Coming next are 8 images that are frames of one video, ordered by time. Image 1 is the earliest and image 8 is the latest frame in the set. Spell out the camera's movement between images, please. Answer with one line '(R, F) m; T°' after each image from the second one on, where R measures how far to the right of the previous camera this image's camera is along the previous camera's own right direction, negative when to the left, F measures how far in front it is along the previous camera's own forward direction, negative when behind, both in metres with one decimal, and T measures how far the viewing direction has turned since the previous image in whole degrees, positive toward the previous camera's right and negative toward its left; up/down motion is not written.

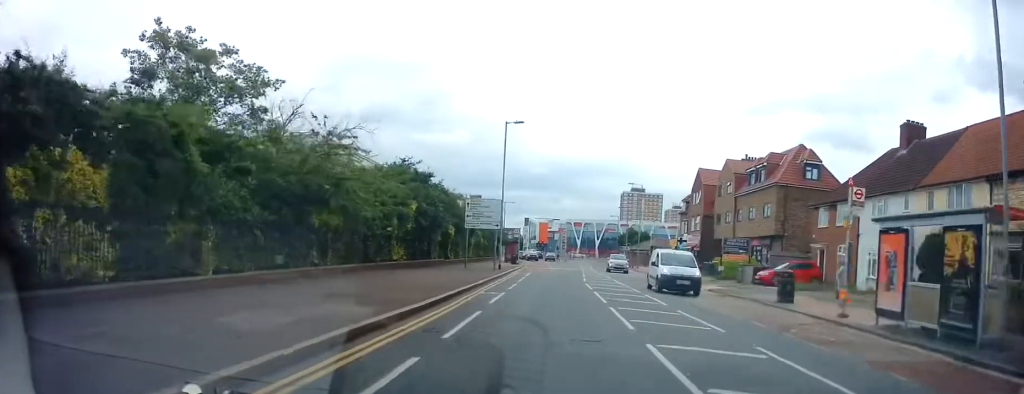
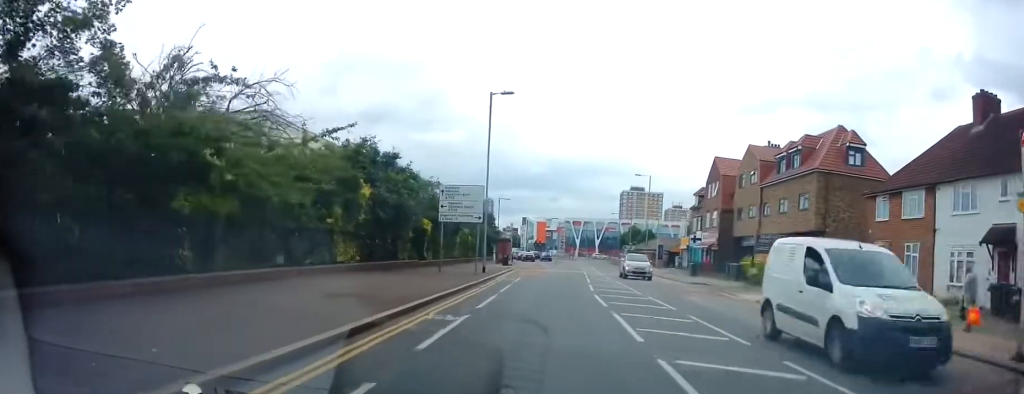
(+0.3, +7.6) m; +2°
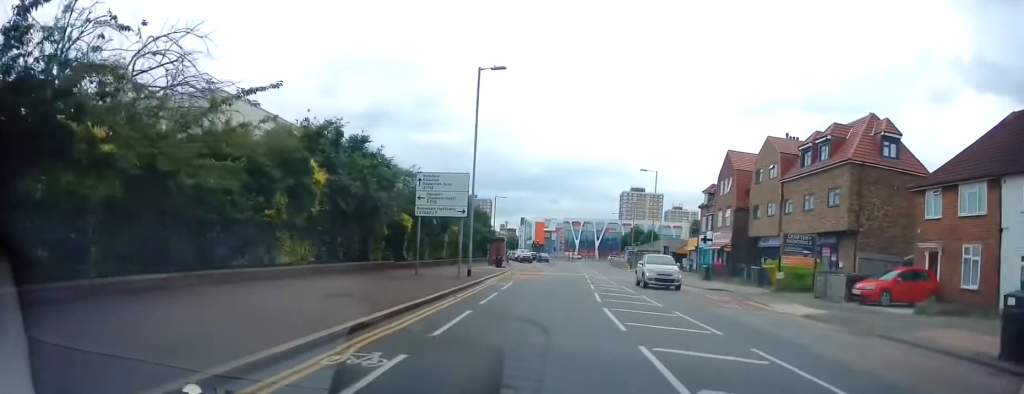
(+0.1, +4.8) m; +1°
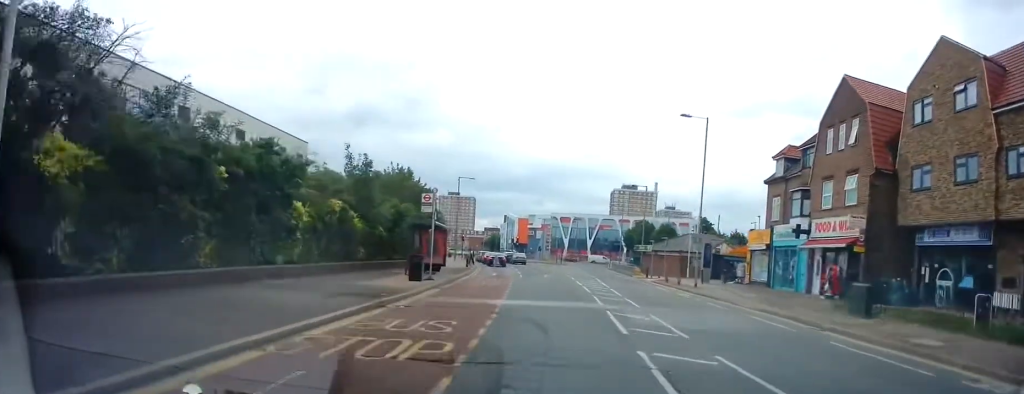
(0.0, +24.6) m; 0°
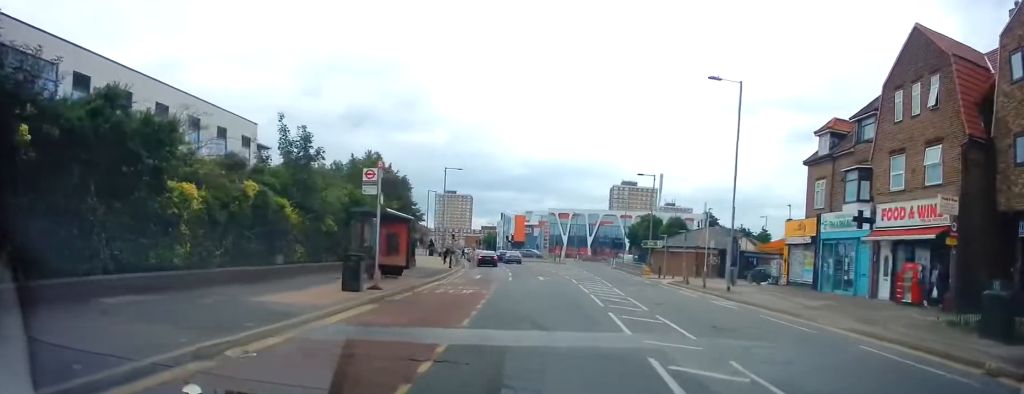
(0.0, +7.2) m; +1°
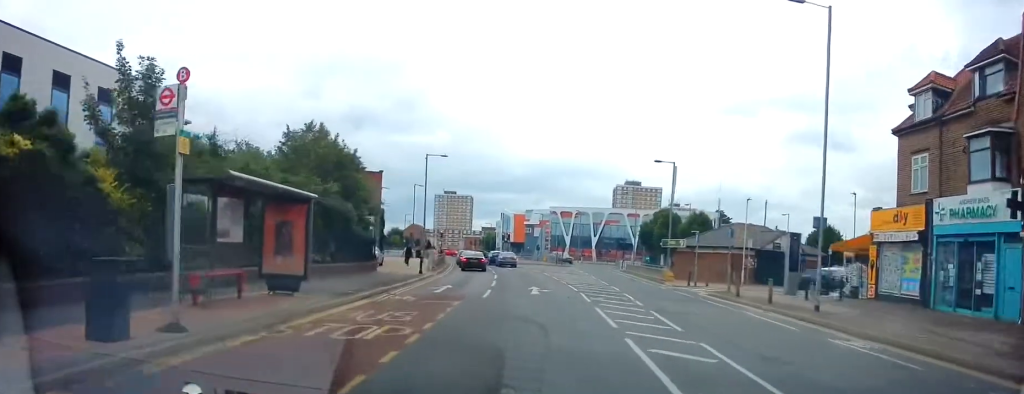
(+0.3, +9.8) m; +1°
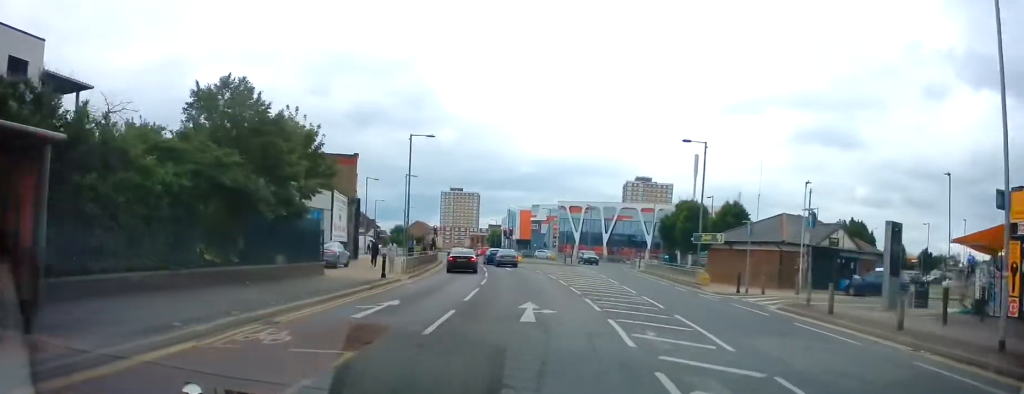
(-0.1, +8.6) m; -3°
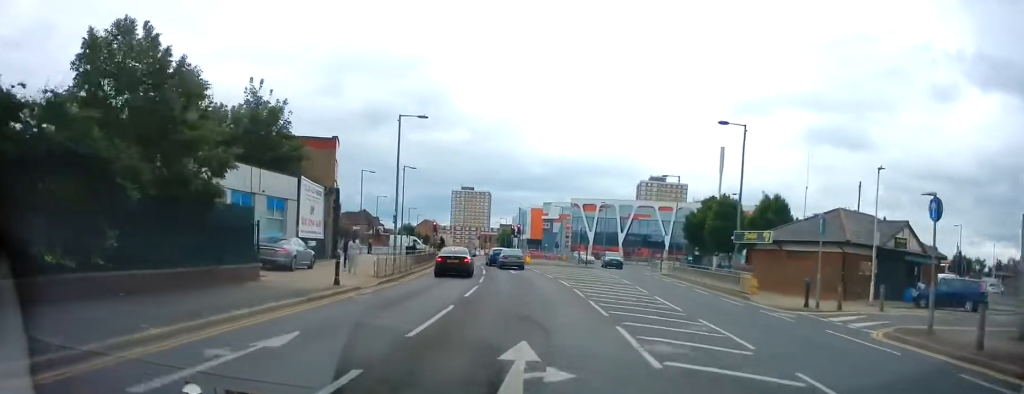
(-0.5, +6.8) m; -2°
